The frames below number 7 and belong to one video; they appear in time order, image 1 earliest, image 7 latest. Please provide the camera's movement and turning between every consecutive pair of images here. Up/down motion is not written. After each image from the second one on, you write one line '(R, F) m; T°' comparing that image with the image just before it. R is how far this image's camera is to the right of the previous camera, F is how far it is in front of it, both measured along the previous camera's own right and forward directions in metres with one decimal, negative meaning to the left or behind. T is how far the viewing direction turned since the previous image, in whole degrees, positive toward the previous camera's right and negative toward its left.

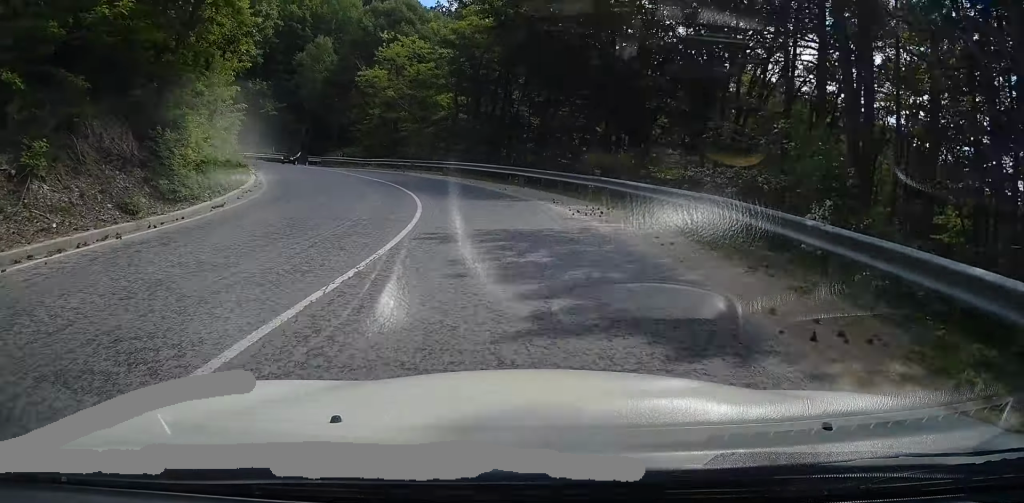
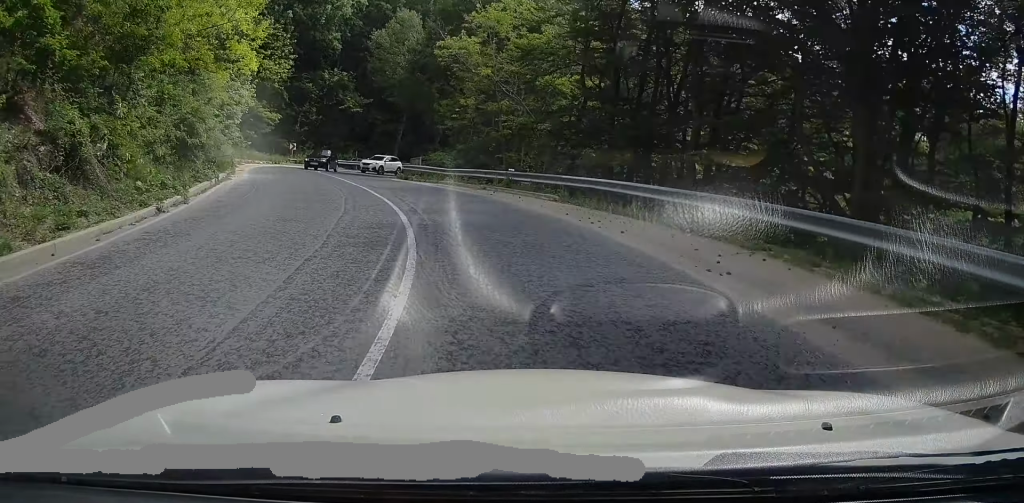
(-1.2, +14.5) m; -9°
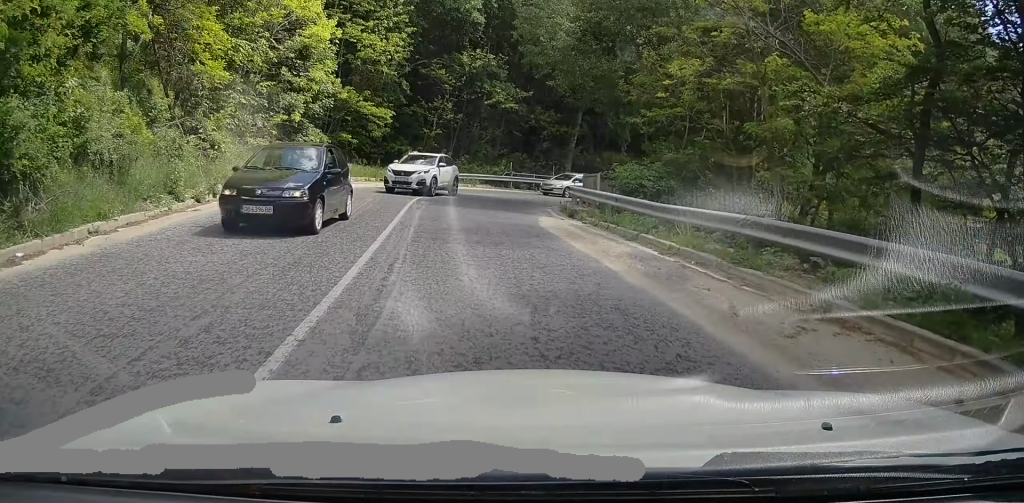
(-1.4, +16.3) m; -4°
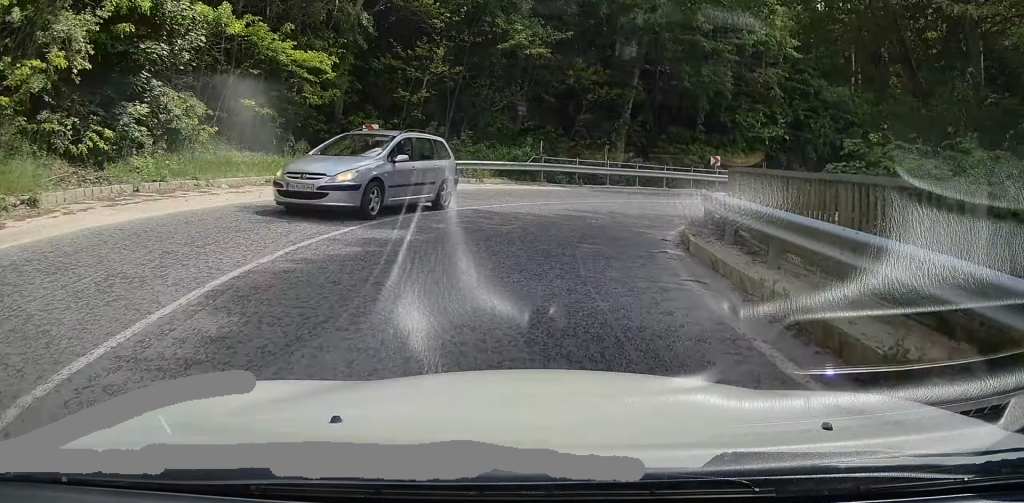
(+0.4, +15.4) m; +19°
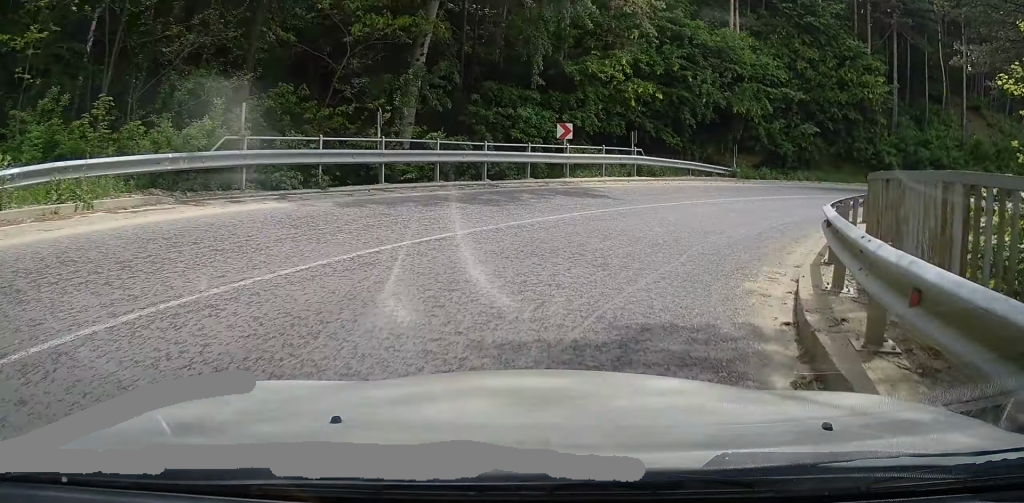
(+4.0, +12.8) m; +19°
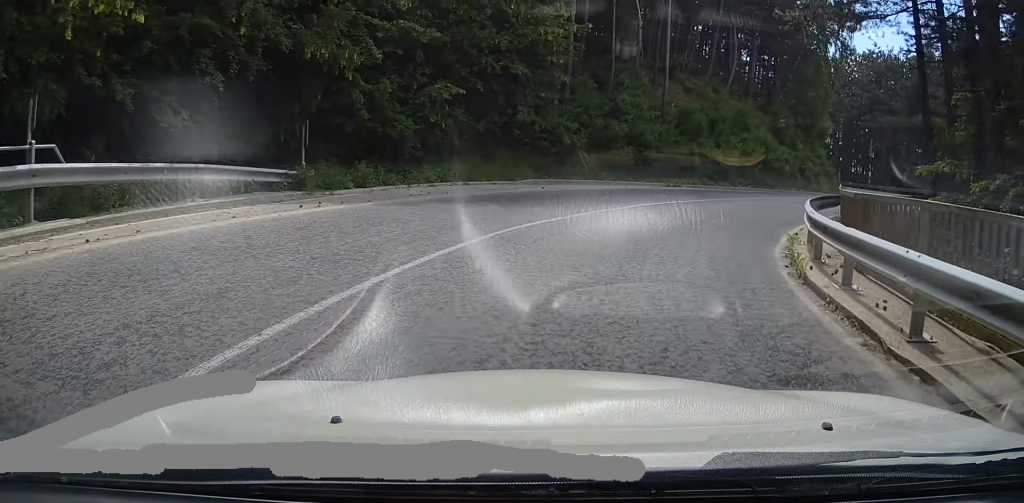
(0.0, +15.5) m; +1°
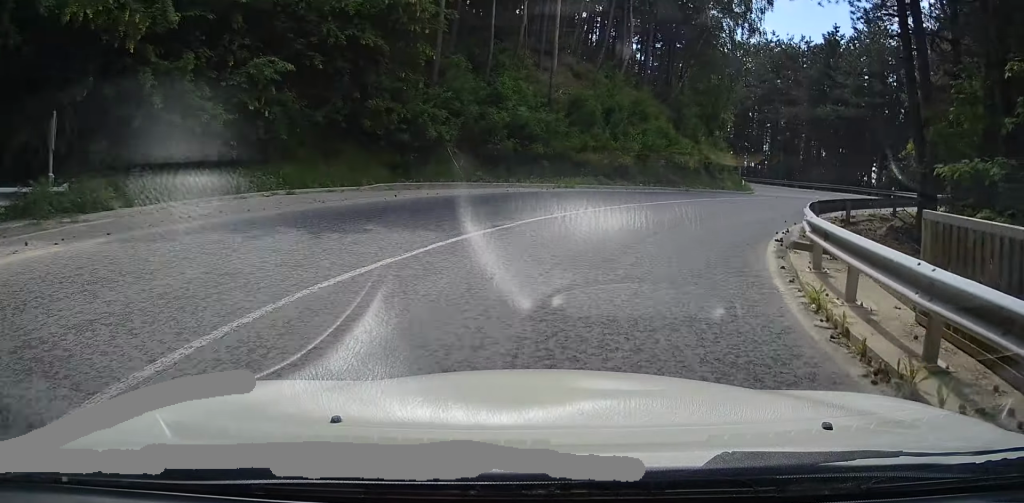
(-0.1, +4.7) m; +1°
